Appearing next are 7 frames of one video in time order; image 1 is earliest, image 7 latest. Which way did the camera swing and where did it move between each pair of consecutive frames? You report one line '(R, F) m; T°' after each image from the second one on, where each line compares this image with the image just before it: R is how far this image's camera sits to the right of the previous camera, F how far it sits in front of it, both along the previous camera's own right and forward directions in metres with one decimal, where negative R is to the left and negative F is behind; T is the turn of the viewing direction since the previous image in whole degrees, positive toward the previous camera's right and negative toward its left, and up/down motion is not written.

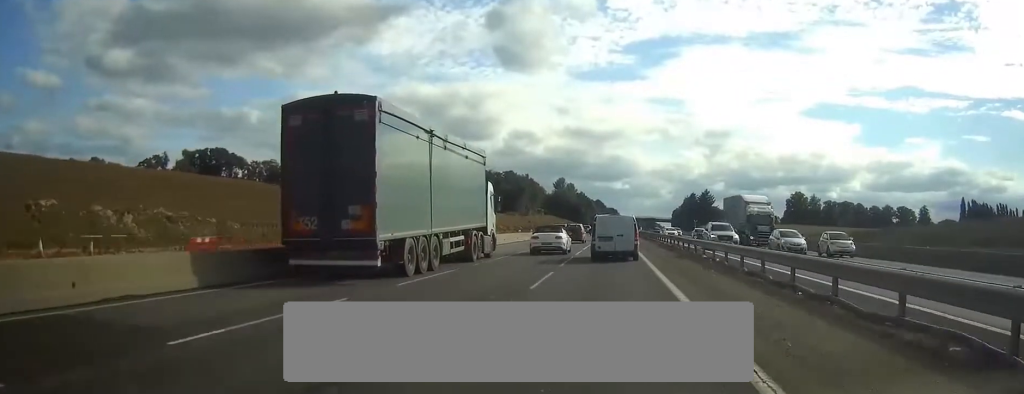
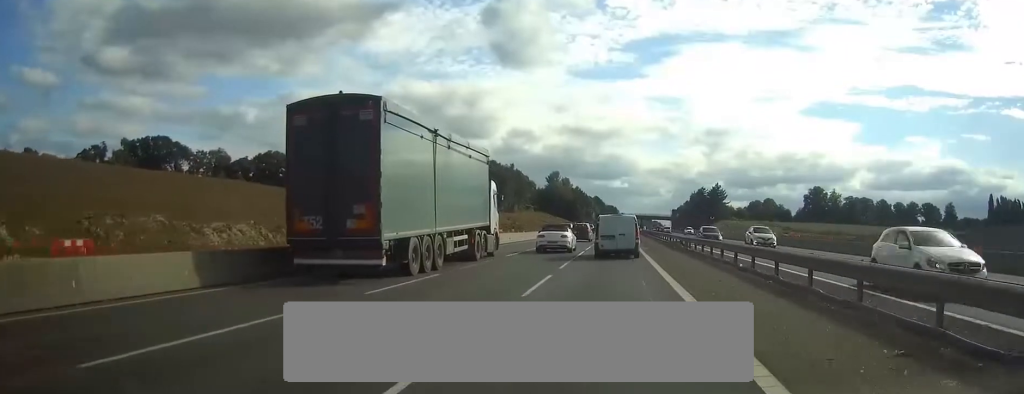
(-0.1, +35.5) m; 0°
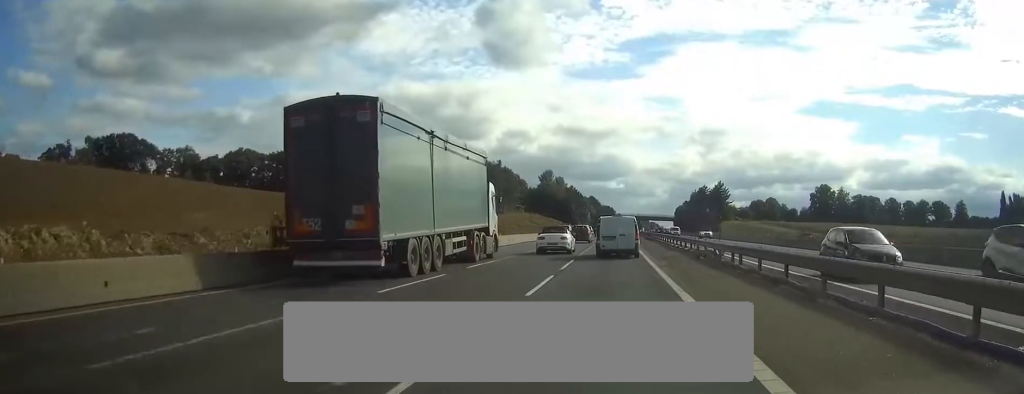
(+0.1, +16.9) m; 0°
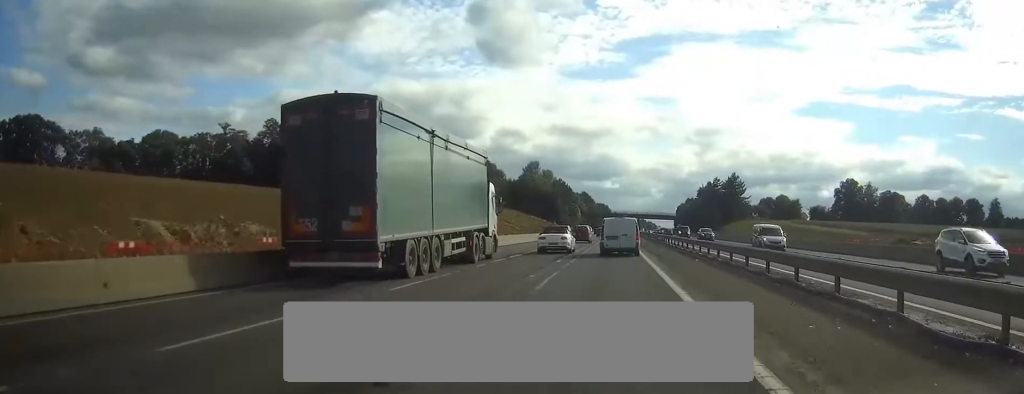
(+0.1, +42.0) m; 0°
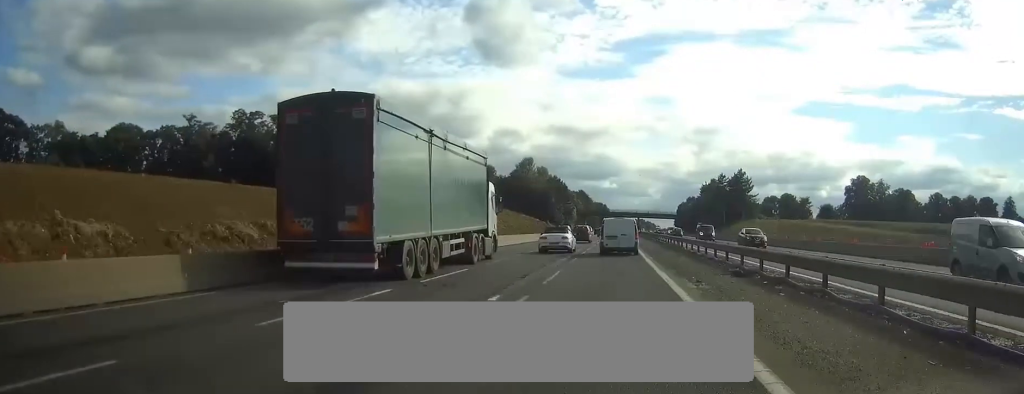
(0.0, +15.0) m; 0°
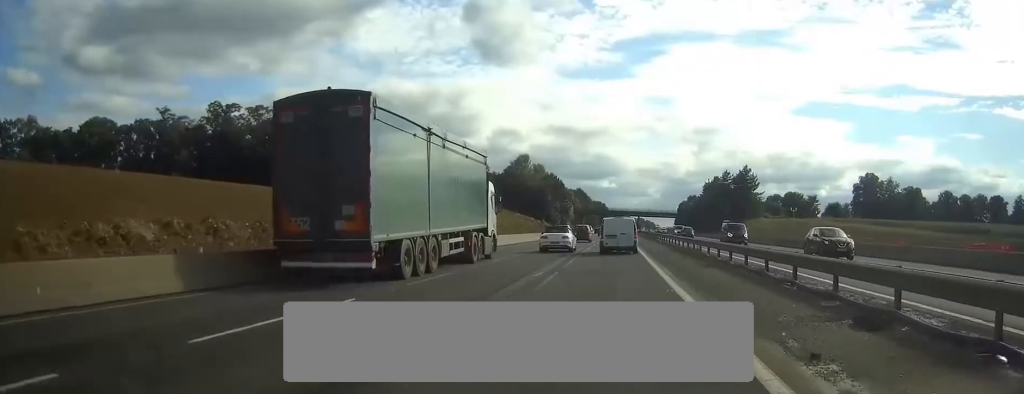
(0.0, +10.3) m; 0°
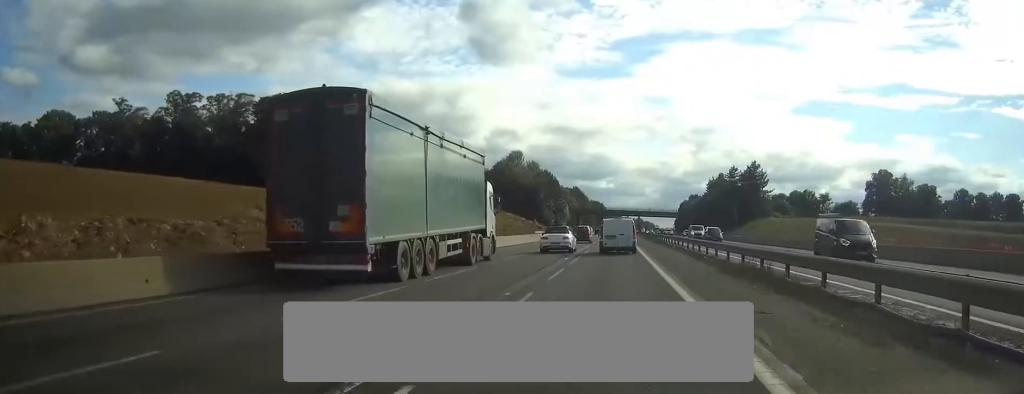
(0.0, +15.1) m; 0°
